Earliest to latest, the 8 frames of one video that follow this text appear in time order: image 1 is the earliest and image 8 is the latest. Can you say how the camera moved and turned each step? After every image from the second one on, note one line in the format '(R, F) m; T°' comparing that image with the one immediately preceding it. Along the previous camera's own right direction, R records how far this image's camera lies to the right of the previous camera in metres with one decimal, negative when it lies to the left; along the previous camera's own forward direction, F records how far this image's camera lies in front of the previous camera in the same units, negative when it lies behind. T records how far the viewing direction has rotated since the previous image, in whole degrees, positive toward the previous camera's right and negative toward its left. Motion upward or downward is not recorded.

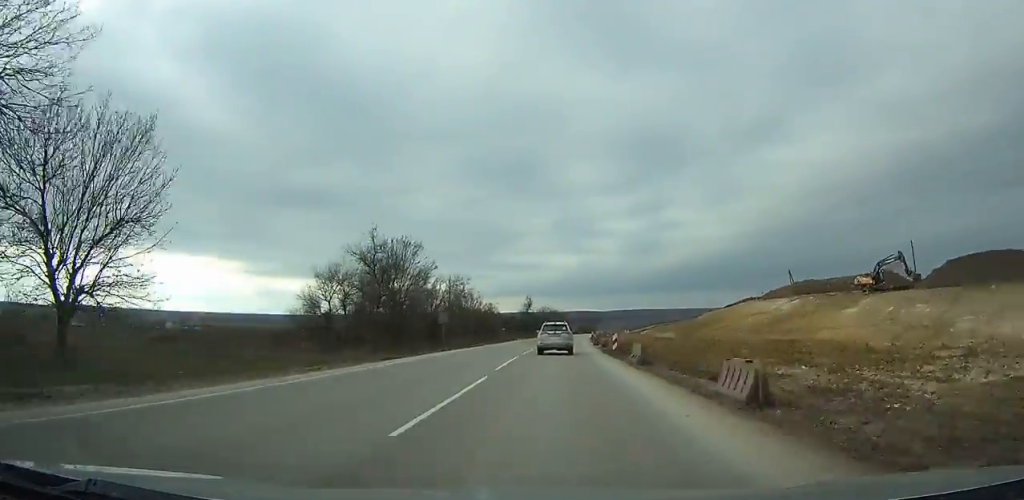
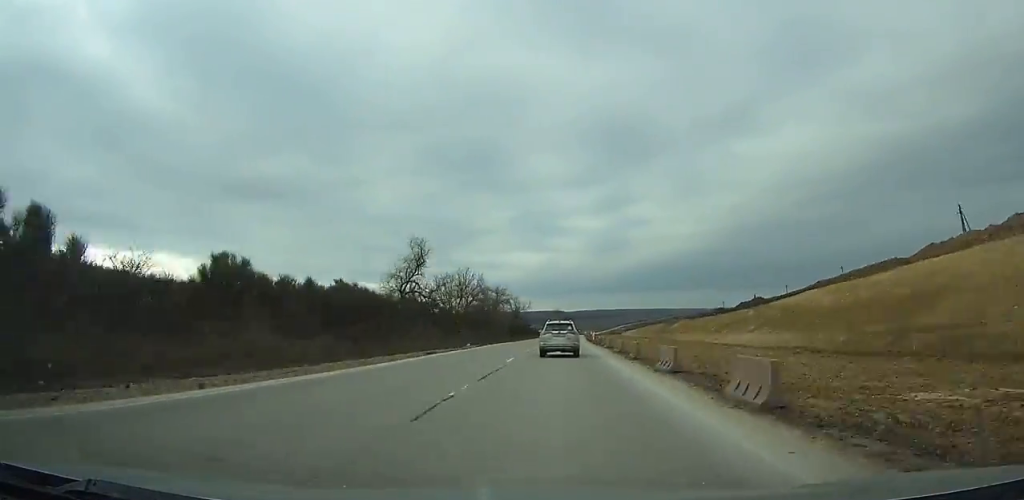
(+3.4, +98.6) m; +4°
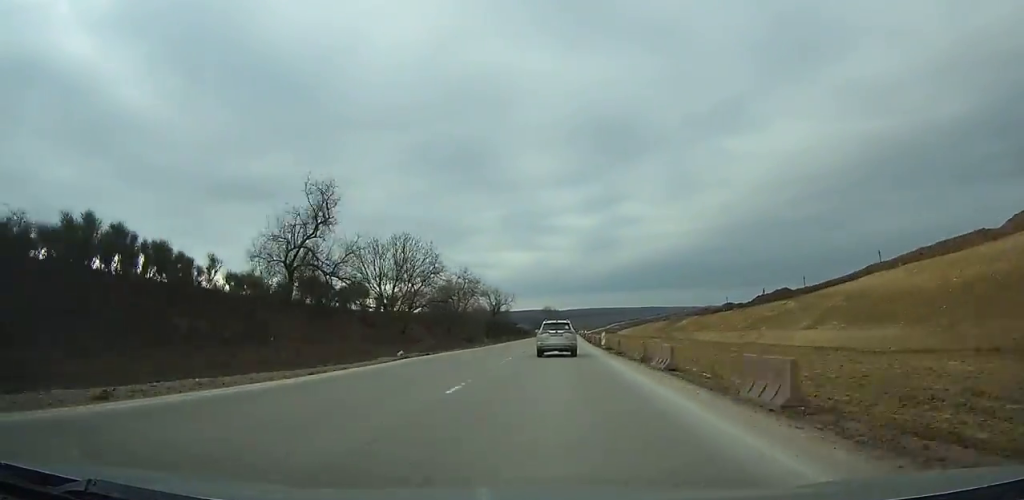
(+0.1, +23.8) m; +1°
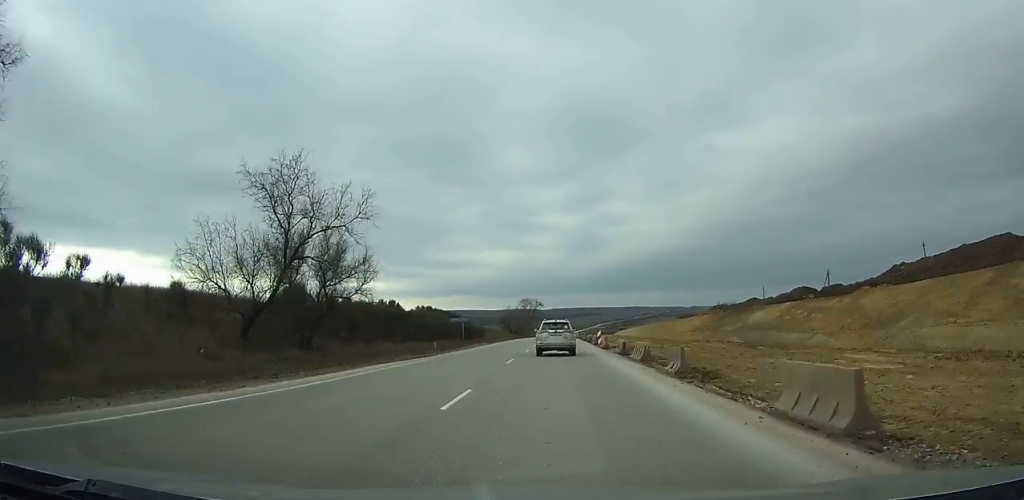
(+1.0, +74.4) m; +1°
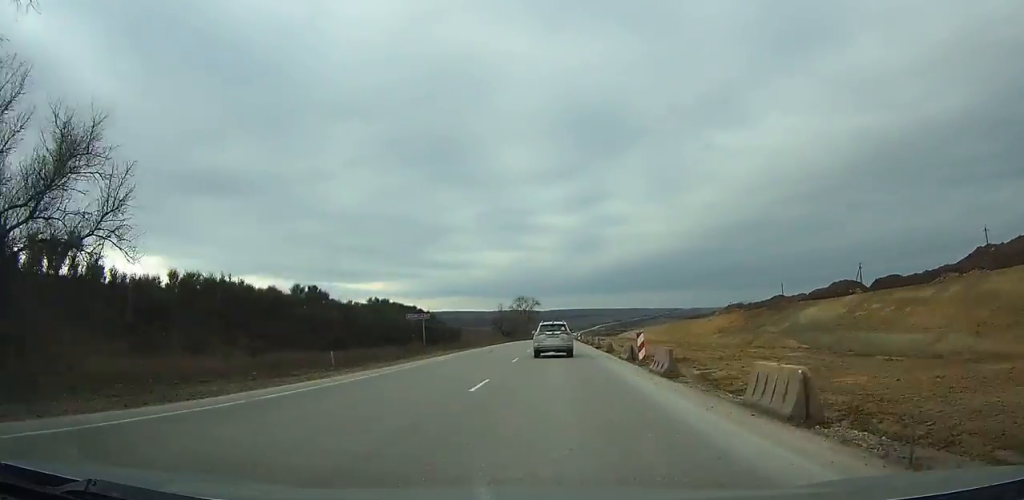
(0.0, +20.8) m; 0°
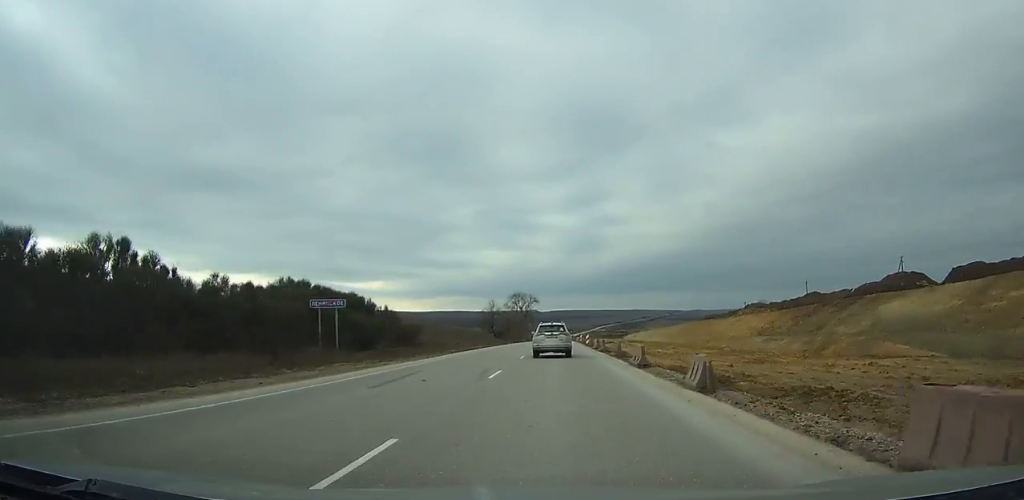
(0.0, +20.9) m; 0°
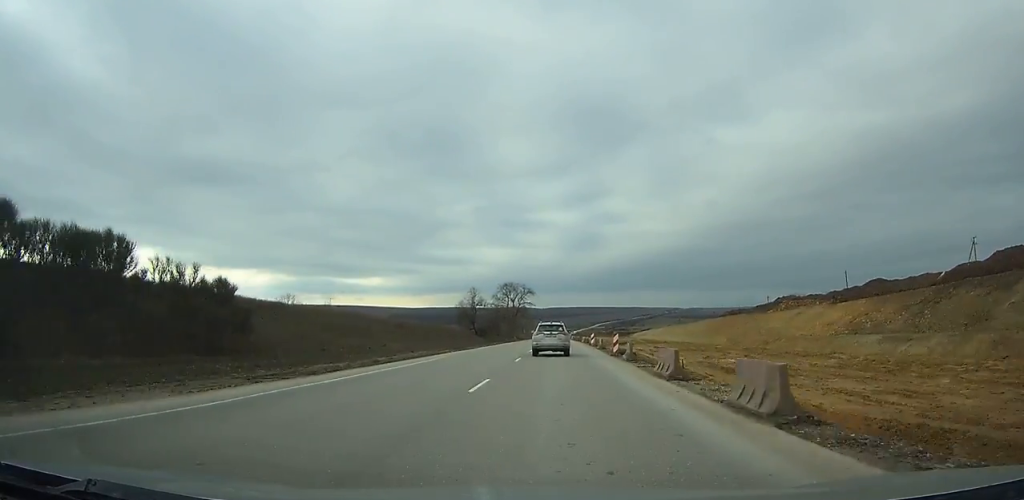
(0.0, +28.3) m; 0°
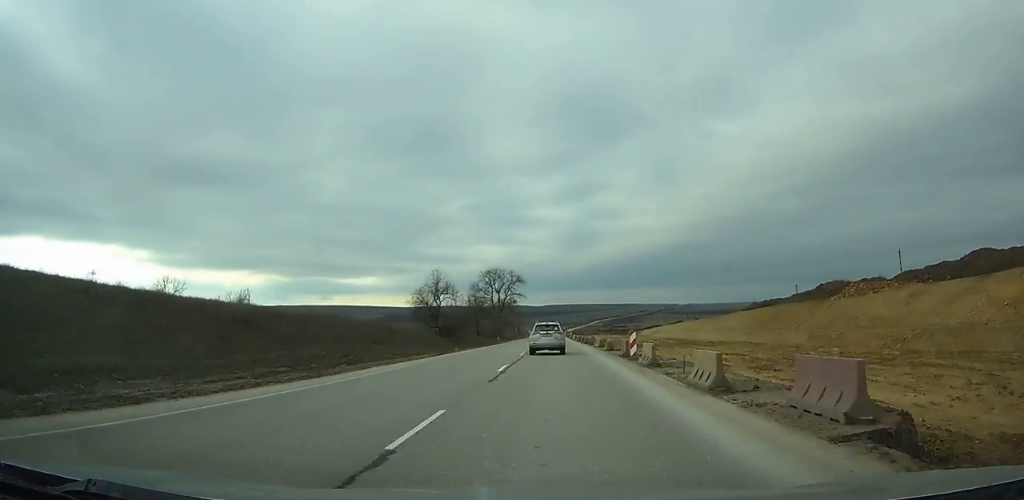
(+0.1, +29.9) m; 0°
